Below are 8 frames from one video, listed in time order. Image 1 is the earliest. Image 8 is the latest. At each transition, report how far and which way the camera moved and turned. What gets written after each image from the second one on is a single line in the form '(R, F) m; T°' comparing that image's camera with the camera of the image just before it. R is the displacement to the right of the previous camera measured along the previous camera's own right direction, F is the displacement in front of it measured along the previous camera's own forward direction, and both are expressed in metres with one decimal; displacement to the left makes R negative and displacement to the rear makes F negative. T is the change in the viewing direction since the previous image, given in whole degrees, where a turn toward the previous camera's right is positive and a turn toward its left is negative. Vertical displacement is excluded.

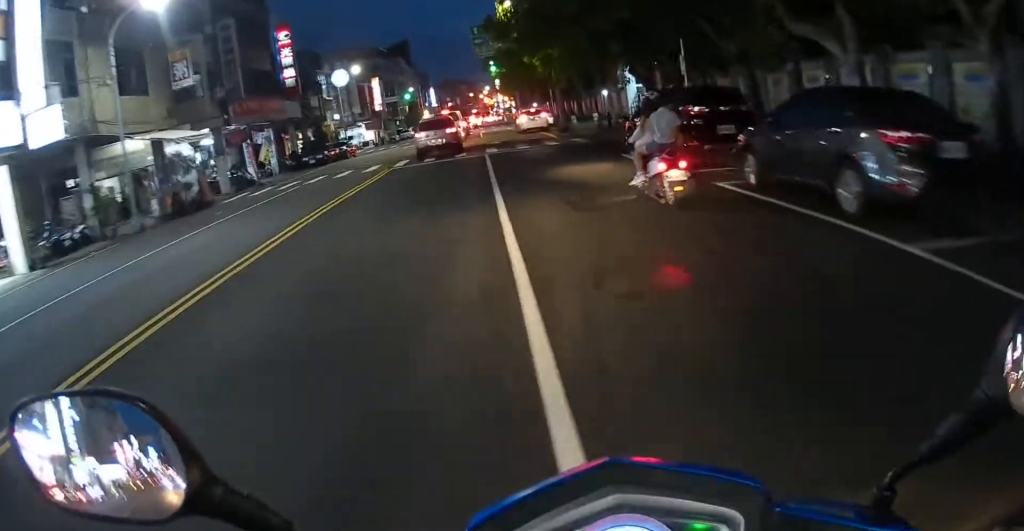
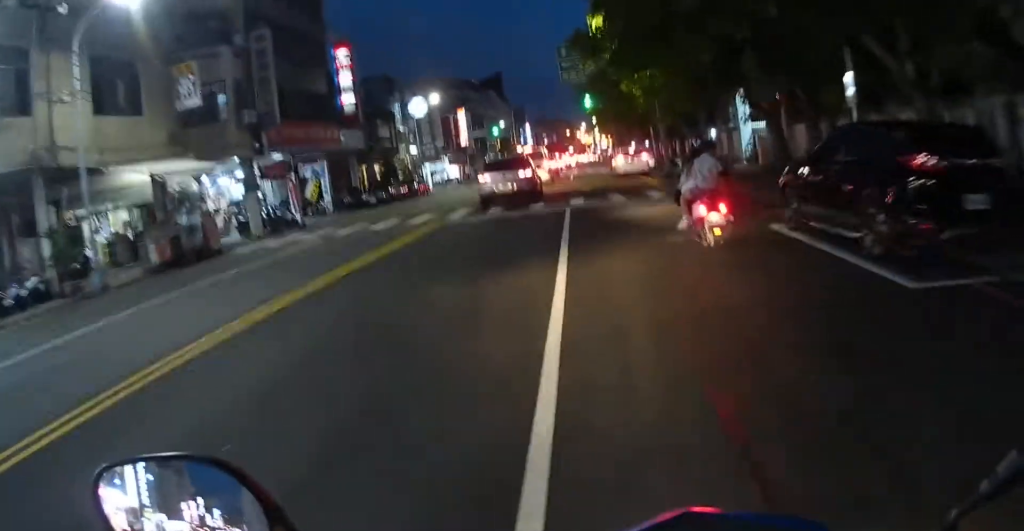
(0.0, +6.7) m; -2°
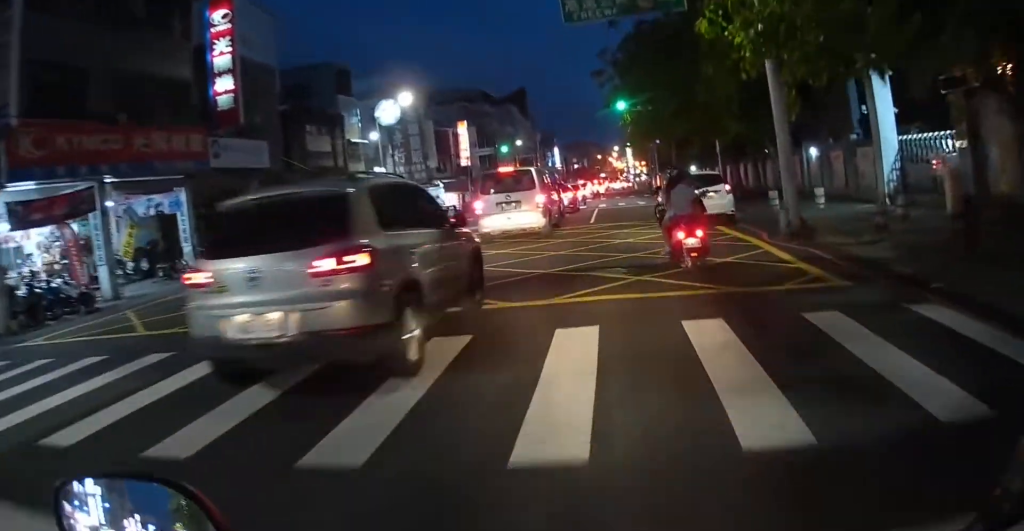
(-0.9, +15.7) m; 0°
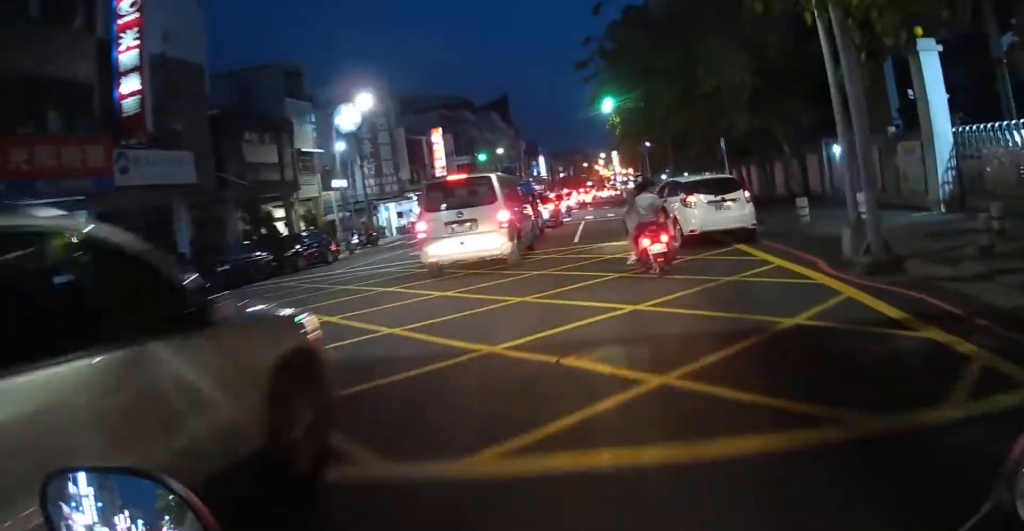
(+0.3, +4.6) m; +5°
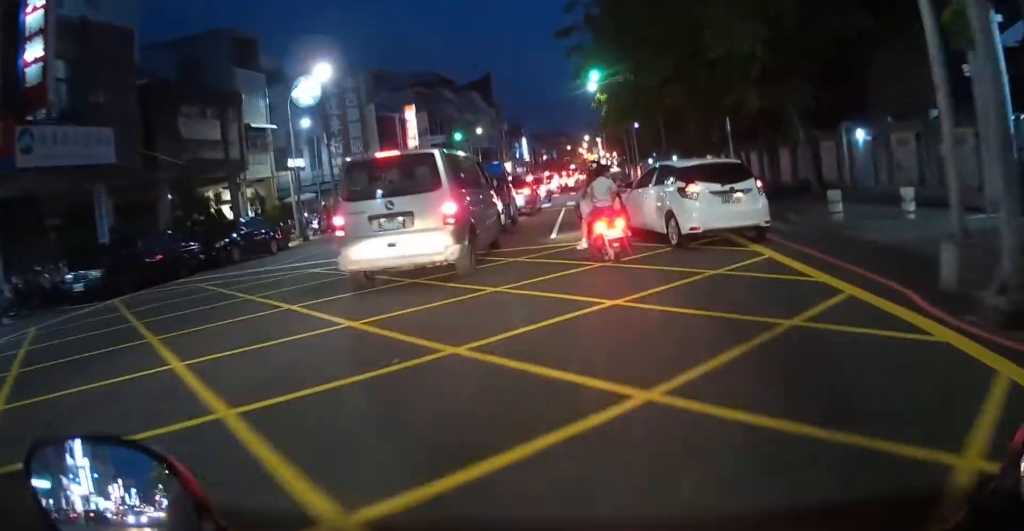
(+0.1, +3.5) m; -1°
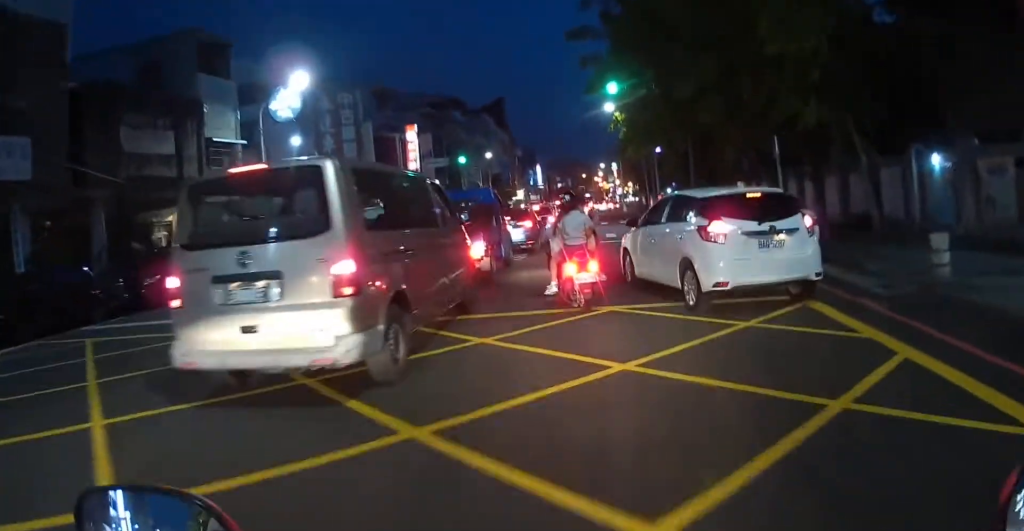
(+0.1, +4.4) m; -1°
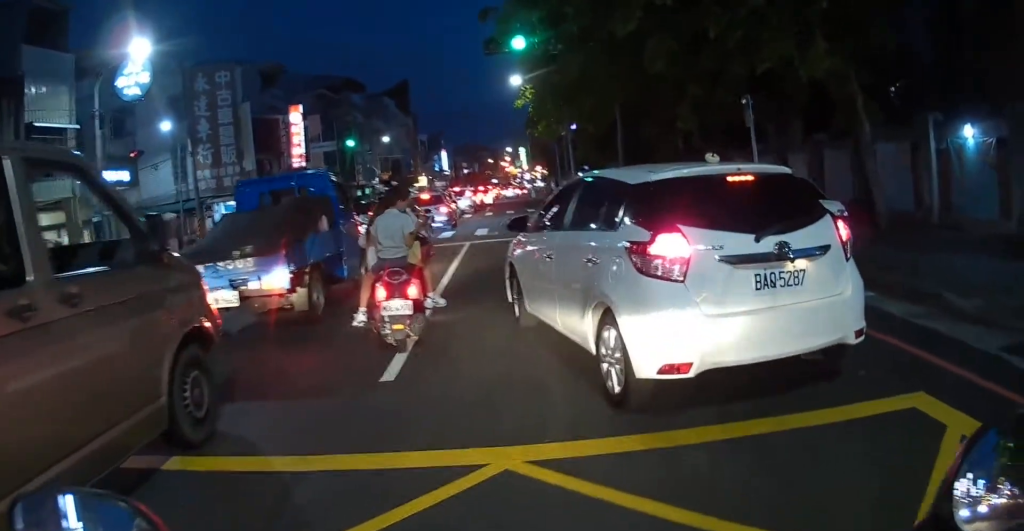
(+0.3, +7.6) m; +8°
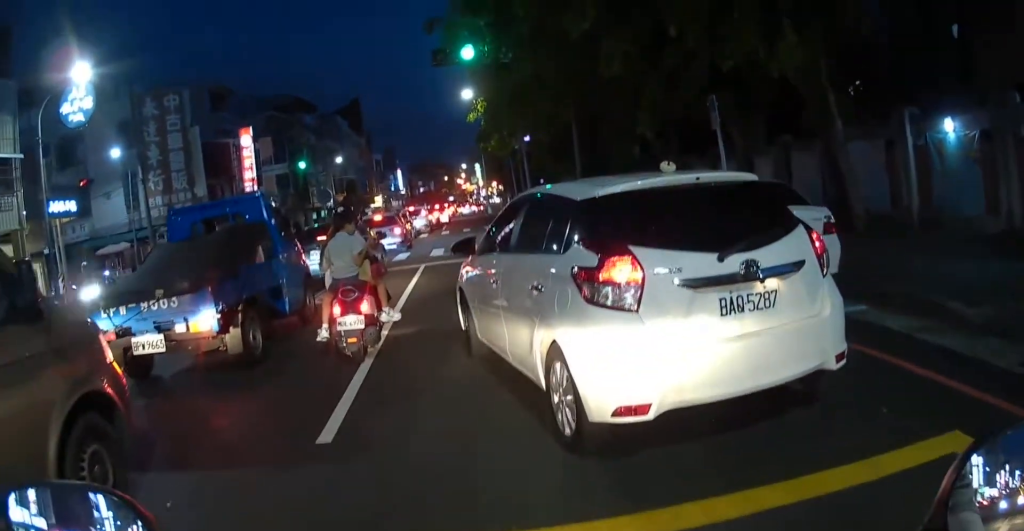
(+0.3, +2.9) m; -3°
